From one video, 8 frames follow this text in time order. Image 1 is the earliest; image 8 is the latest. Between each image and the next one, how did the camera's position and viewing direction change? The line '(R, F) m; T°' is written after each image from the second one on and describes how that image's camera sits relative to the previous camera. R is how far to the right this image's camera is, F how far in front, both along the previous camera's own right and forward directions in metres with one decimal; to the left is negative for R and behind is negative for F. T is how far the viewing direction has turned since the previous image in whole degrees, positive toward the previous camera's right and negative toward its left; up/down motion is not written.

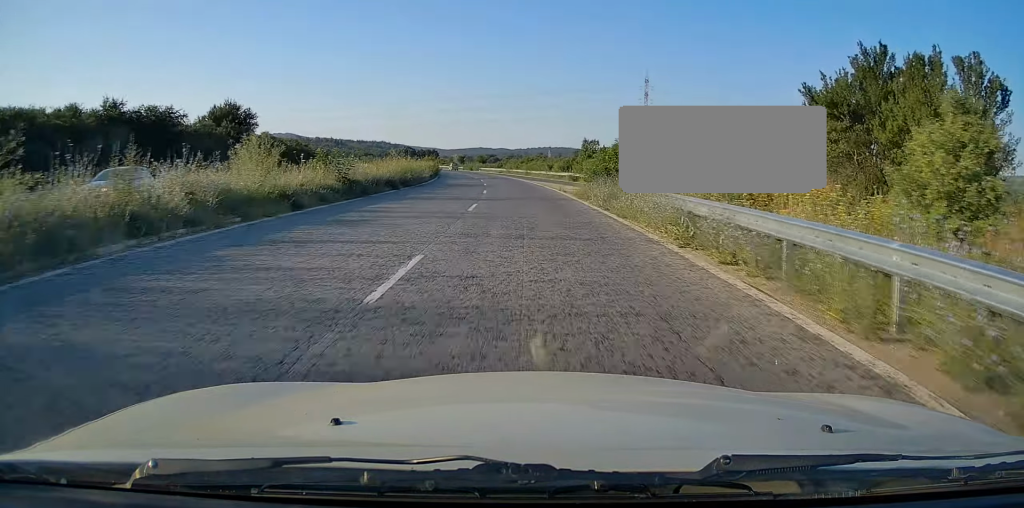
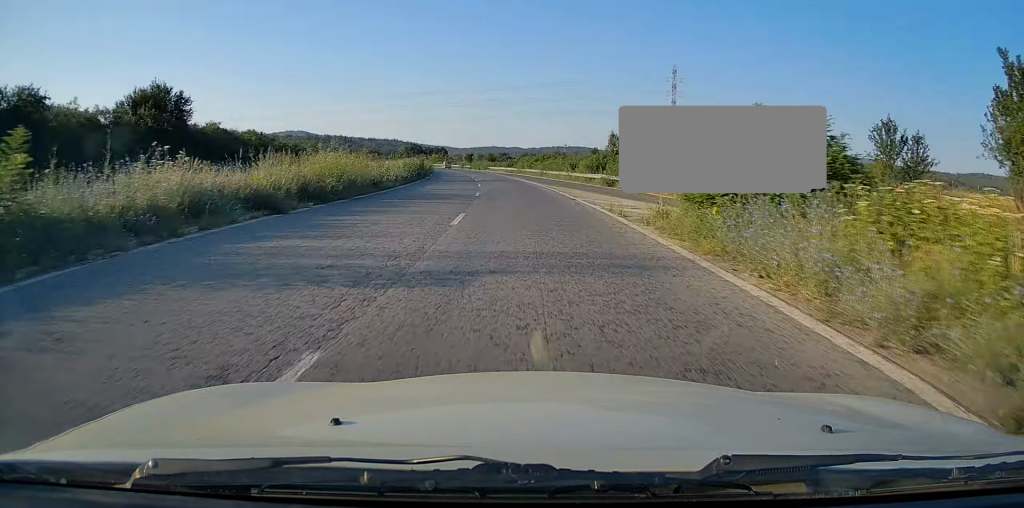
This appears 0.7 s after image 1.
(-0.2, +16.8) m; -1°
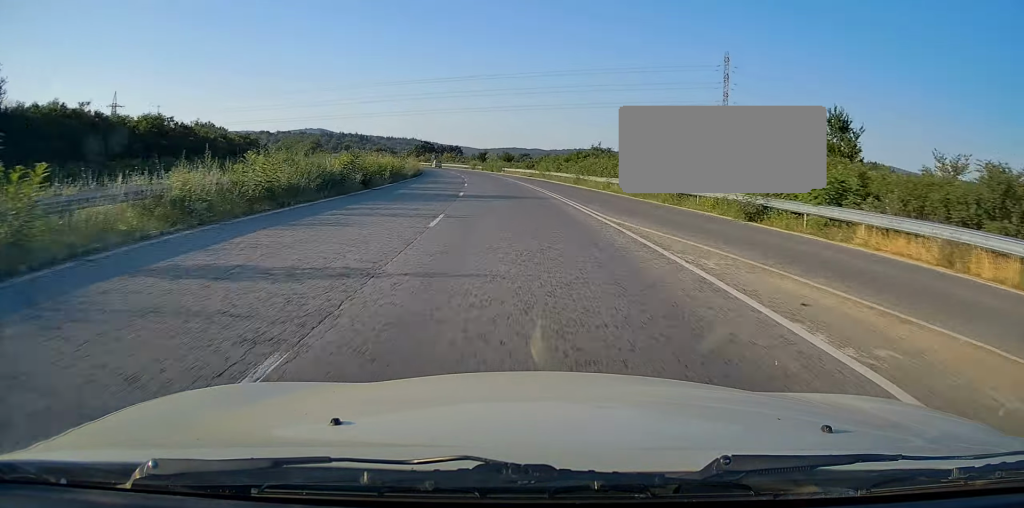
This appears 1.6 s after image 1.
(-0.1, +24.8) m; -1°
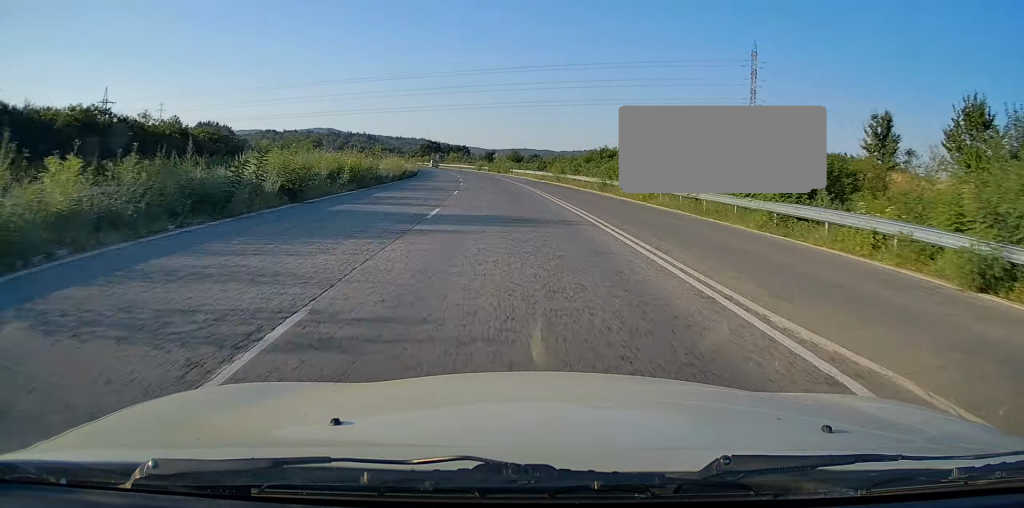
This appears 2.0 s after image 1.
(-0.1, +10.5) m; -1°
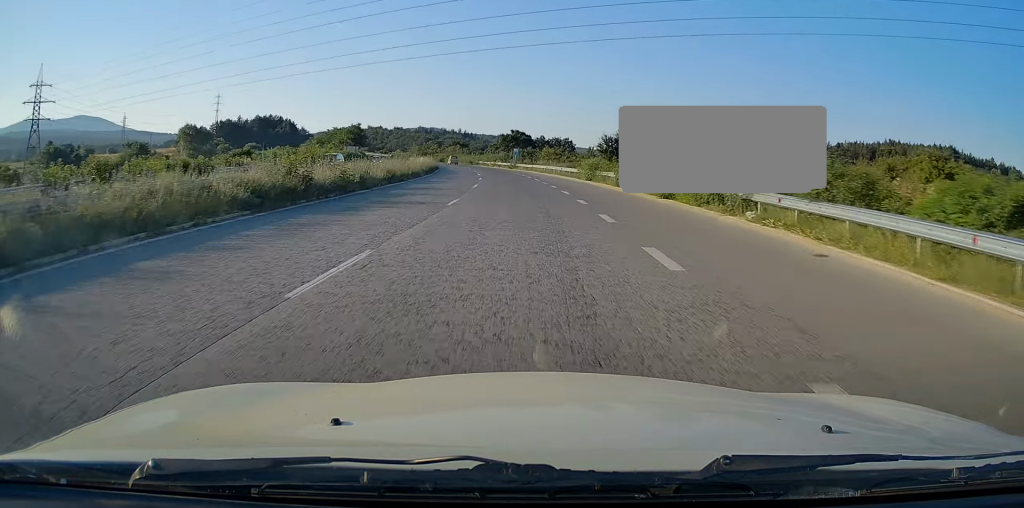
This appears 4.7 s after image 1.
(-4.7, +69.9) m; -8°
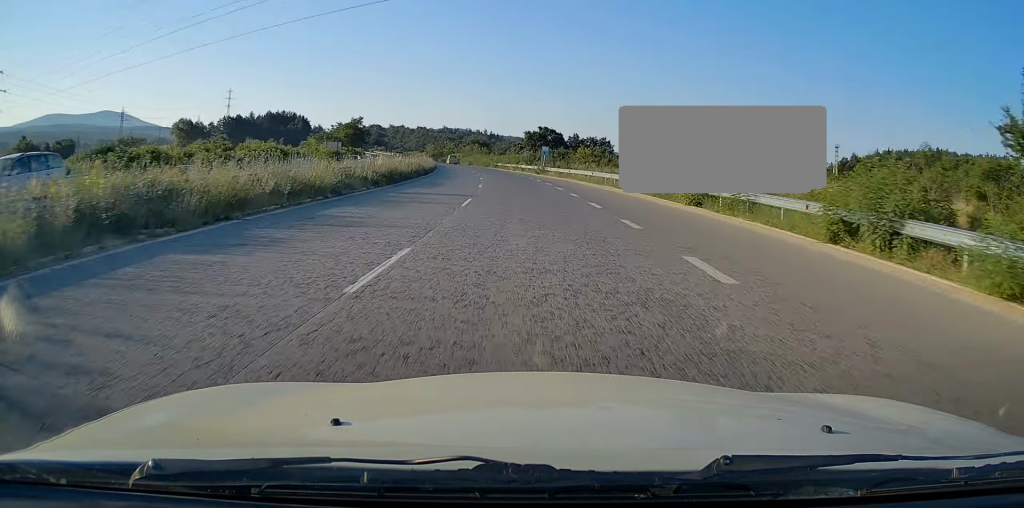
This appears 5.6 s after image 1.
(-0.7, +24.8) m; -3°
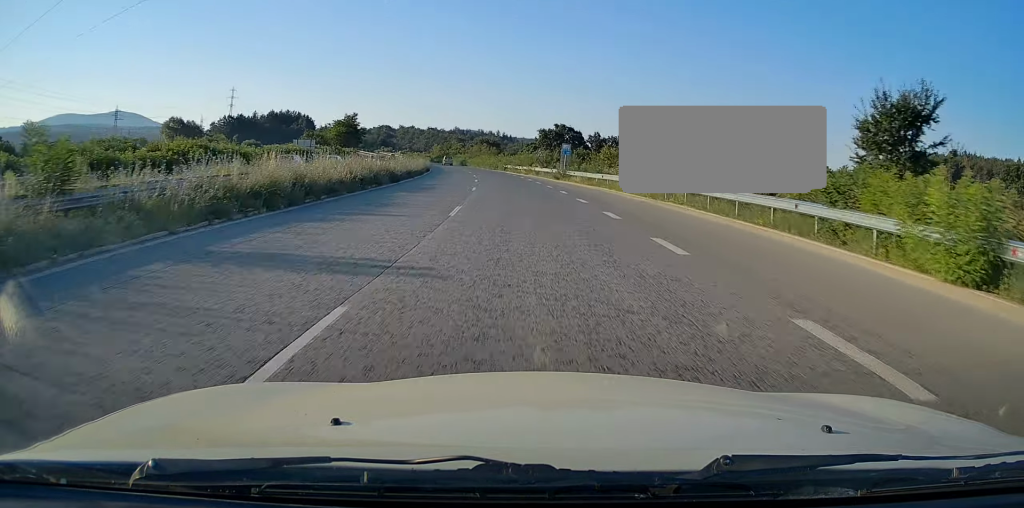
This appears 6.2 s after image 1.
(-0.4, +16.0) m; -2°
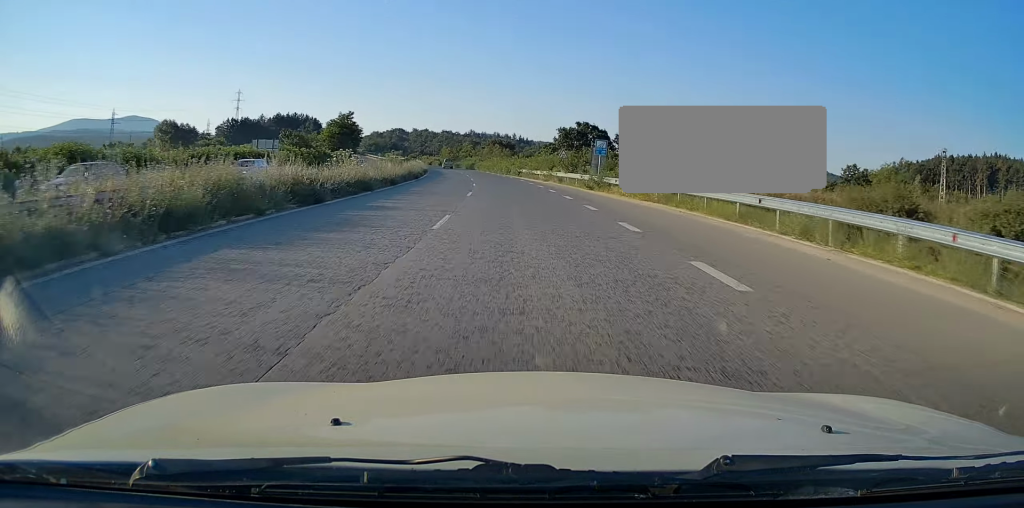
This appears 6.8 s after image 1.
(-0.2, +15.1) m; -2°
